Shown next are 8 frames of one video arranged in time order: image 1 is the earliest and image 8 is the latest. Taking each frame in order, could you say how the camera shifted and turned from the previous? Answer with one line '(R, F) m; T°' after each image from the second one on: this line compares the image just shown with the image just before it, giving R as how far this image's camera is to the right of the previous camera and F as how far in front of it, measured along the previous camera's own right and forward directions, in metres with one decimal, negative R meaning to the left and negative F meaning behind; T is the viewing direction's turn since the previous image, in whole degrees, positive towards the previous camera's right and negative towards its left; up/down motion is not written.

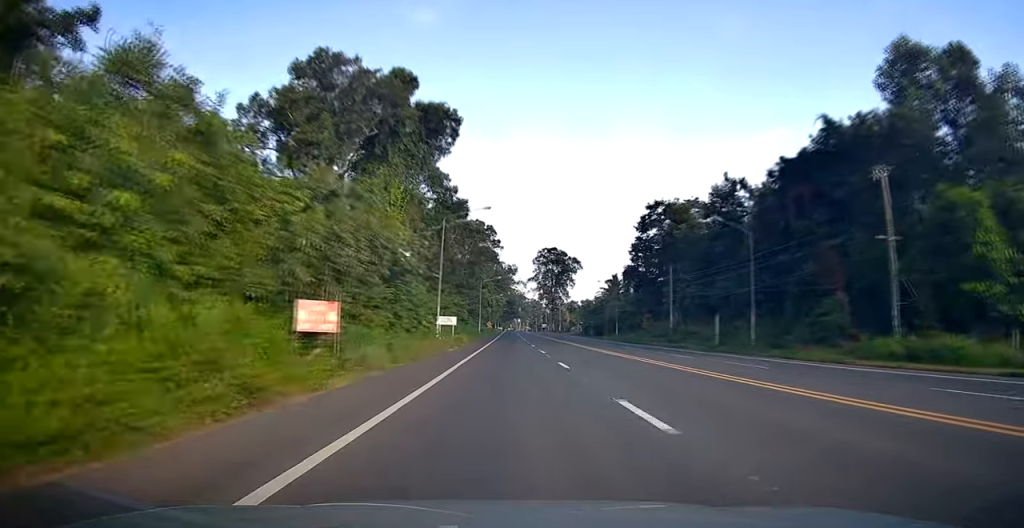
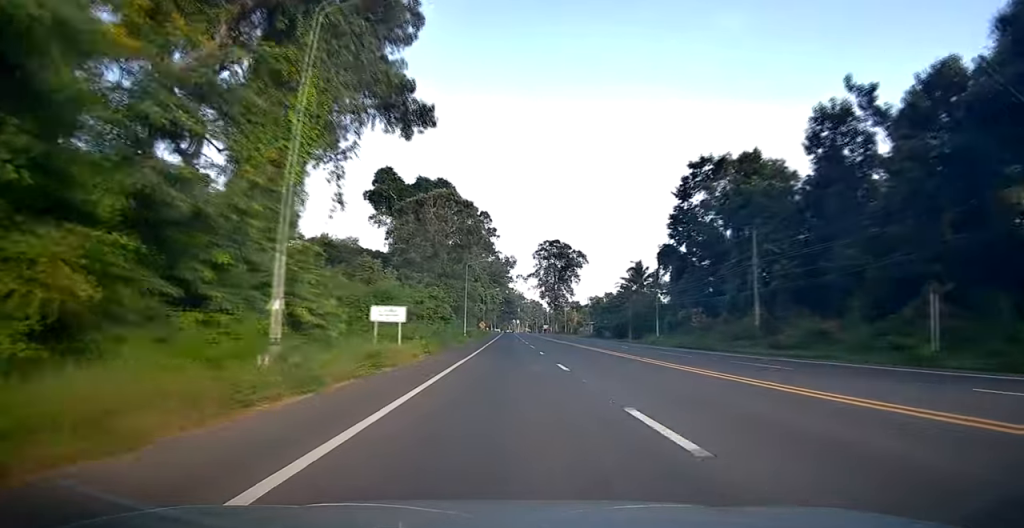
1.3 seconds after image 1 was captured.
(-0.1, +25.5) m; +1°
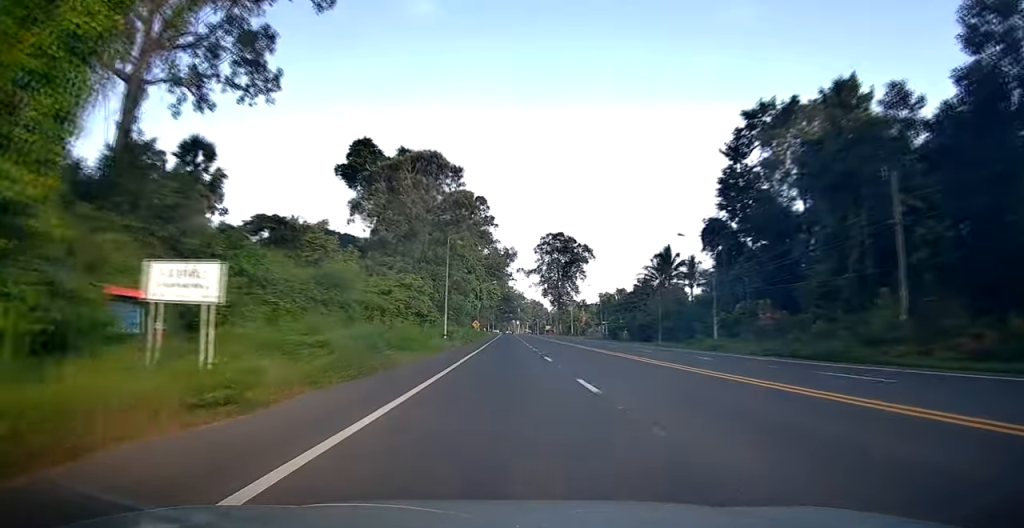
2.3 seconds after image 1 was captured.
(+0.2, +18.3) m; -1°
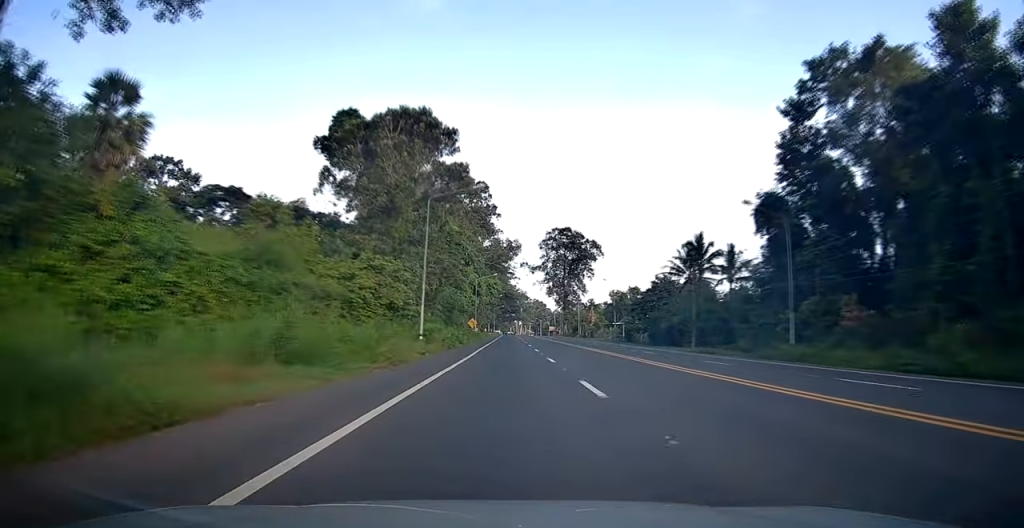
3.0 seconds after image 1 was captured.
(-0.1, +12.6) m; -1°
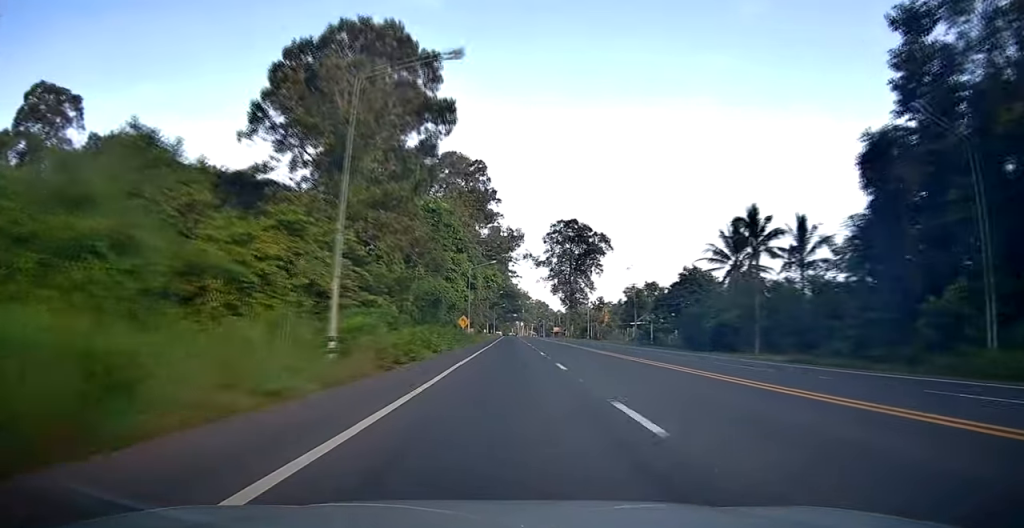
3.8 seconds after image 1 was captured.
(-0.5, +15.7) m; 0°
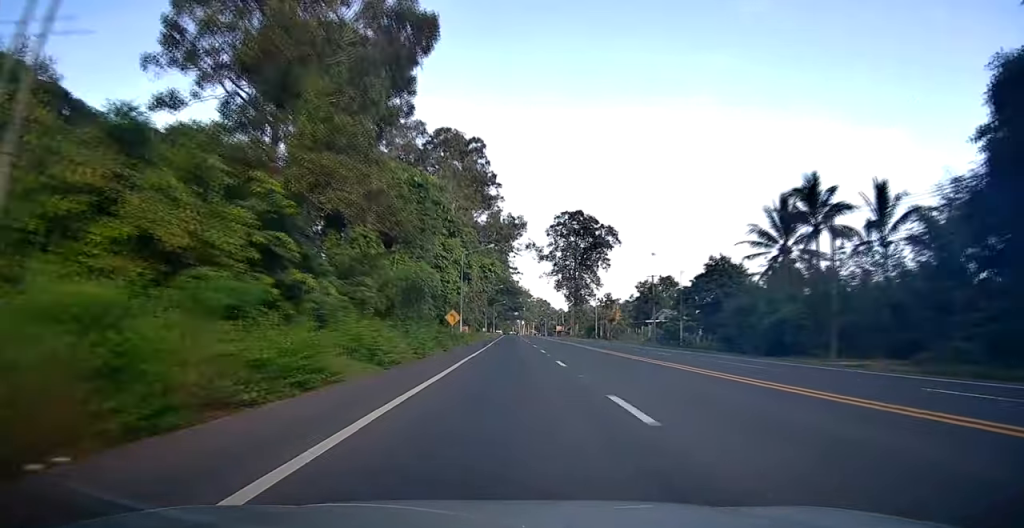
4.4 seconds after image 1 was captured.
(+0.4, +11.2) m; +1°
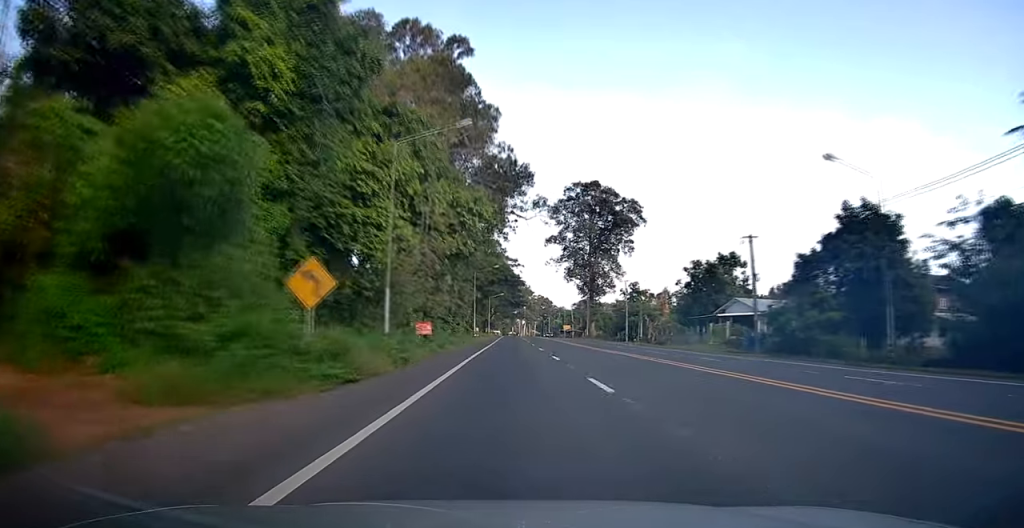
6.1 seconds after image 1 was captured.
(-0.2, +32.5) m; -2°
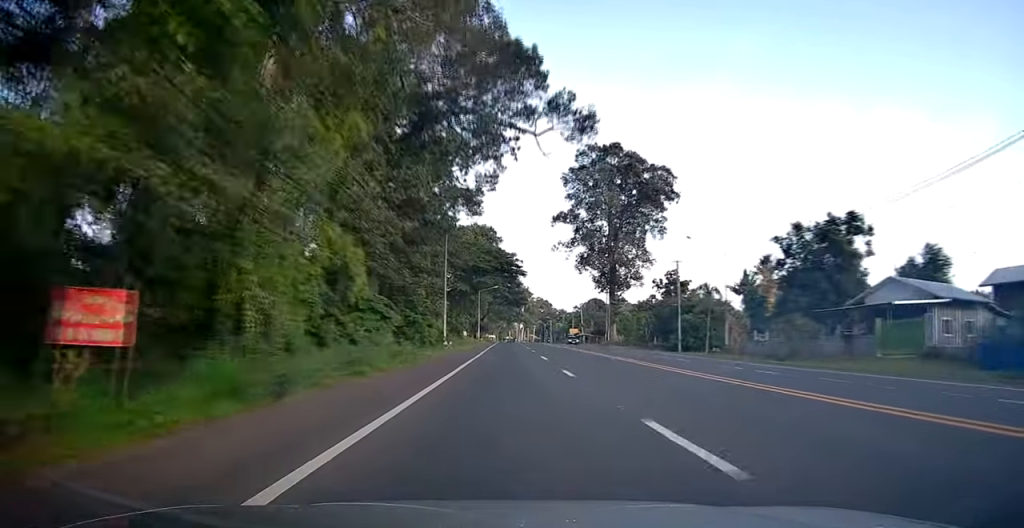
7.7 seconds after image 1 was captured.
(+0.3, +30.0) m; +2°
